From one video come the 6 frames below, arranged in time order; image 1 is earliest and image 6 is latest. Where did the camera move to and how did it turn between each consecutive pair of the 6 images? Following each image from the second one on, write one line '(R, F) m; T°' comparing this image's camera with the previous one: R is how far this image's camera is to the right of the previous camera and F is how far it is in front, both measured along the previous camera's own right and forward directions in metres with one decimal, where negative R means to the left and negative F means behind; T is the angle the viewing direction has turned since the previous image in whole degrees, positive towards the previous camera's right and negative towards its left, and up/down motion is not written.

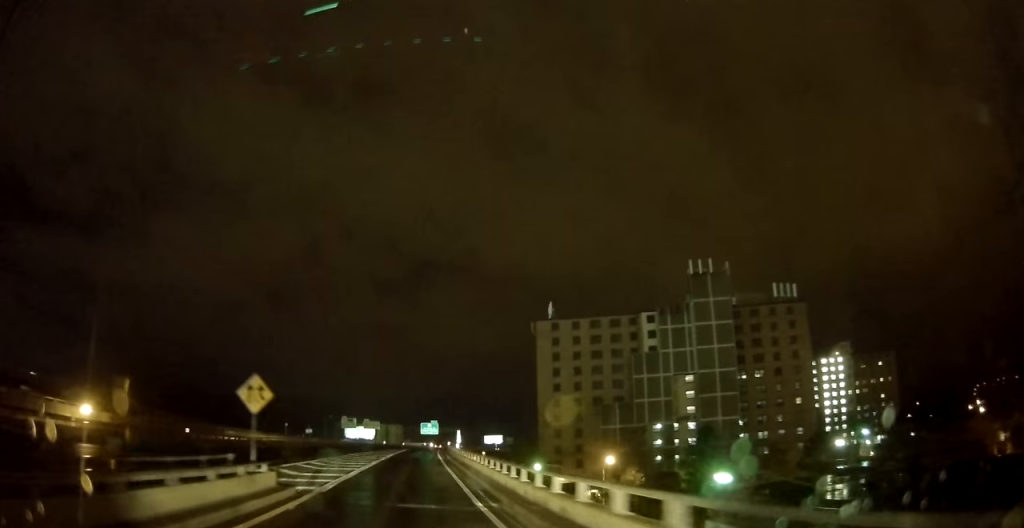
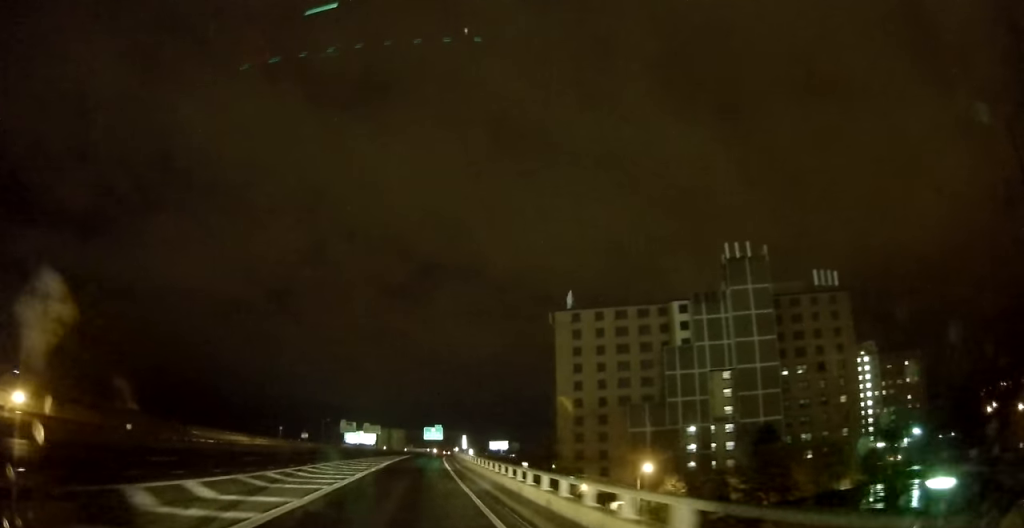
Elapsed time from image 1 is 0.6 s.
(0.0, +12.4) m; 0°
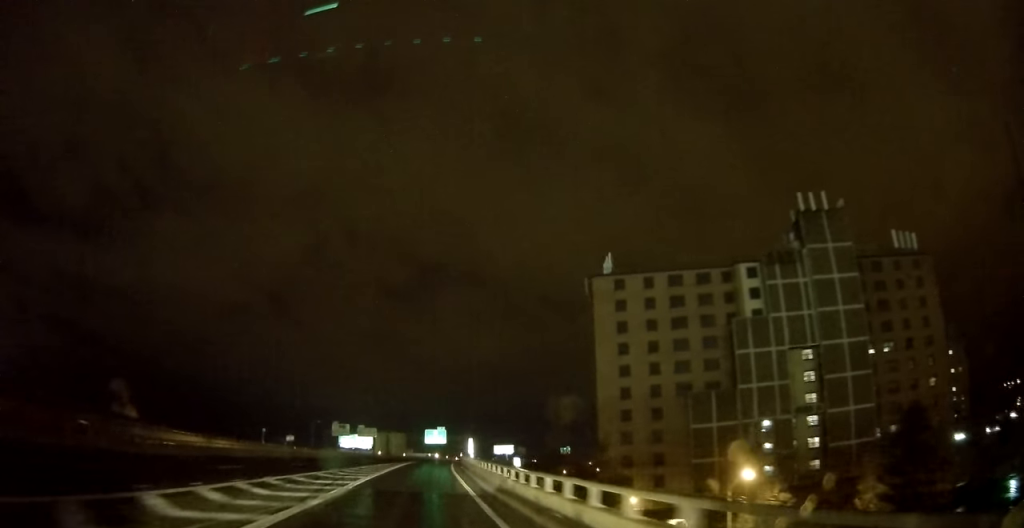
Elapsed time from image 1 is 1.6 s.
(-0.1, +20.2) m; 0°
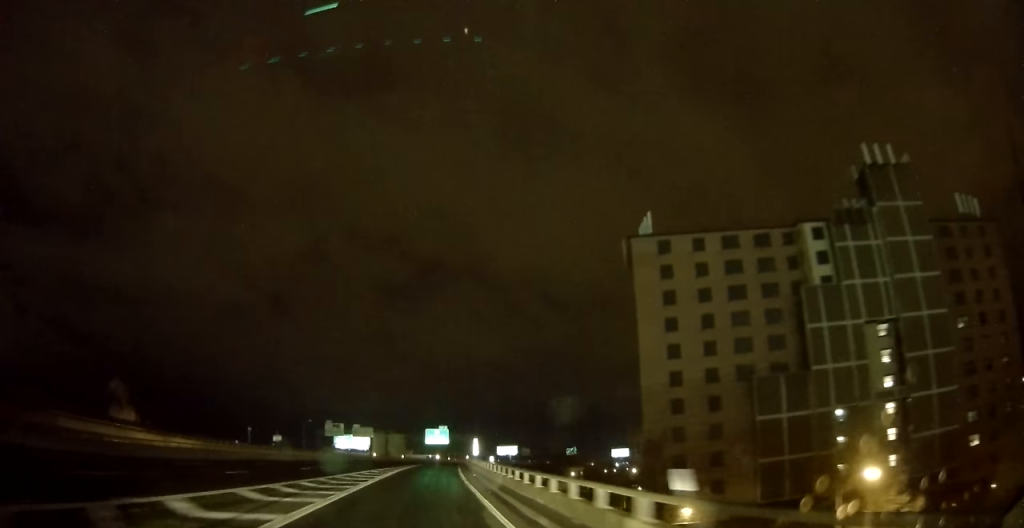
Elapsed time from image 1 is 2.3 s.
(0.0, +13.8) m; 0°
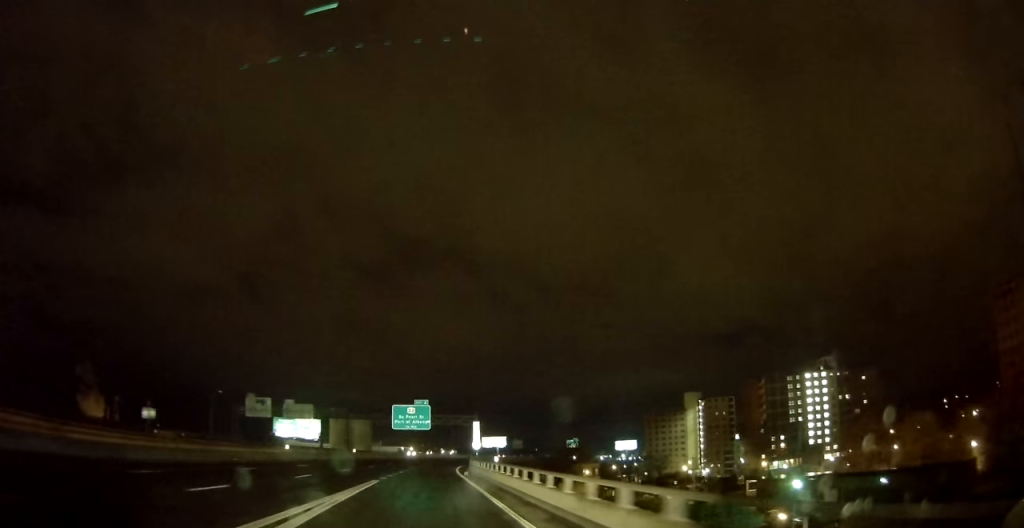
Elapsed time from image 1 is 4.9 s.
(+1.0, +58.2) m; +2°
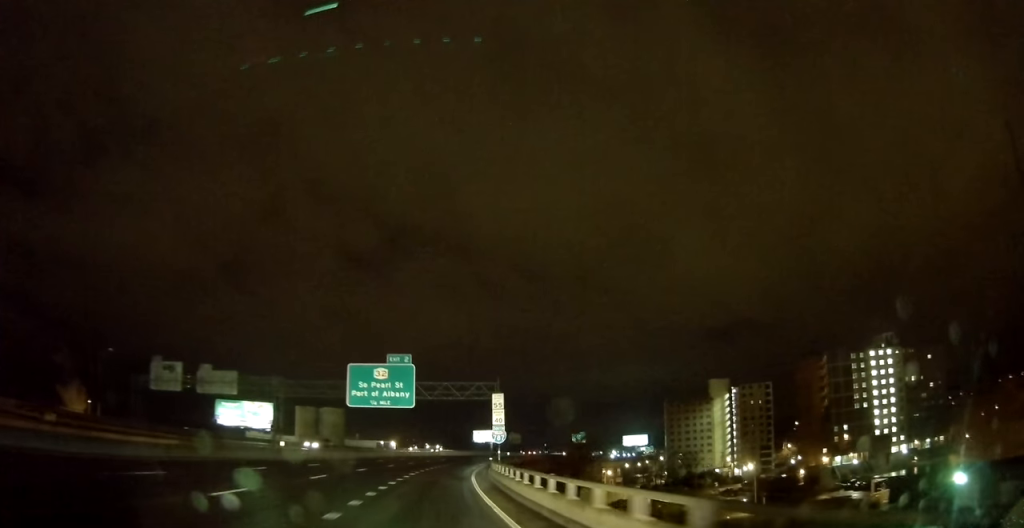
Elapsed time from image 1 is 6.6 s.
(+1.1, +38.1) m; +3°
